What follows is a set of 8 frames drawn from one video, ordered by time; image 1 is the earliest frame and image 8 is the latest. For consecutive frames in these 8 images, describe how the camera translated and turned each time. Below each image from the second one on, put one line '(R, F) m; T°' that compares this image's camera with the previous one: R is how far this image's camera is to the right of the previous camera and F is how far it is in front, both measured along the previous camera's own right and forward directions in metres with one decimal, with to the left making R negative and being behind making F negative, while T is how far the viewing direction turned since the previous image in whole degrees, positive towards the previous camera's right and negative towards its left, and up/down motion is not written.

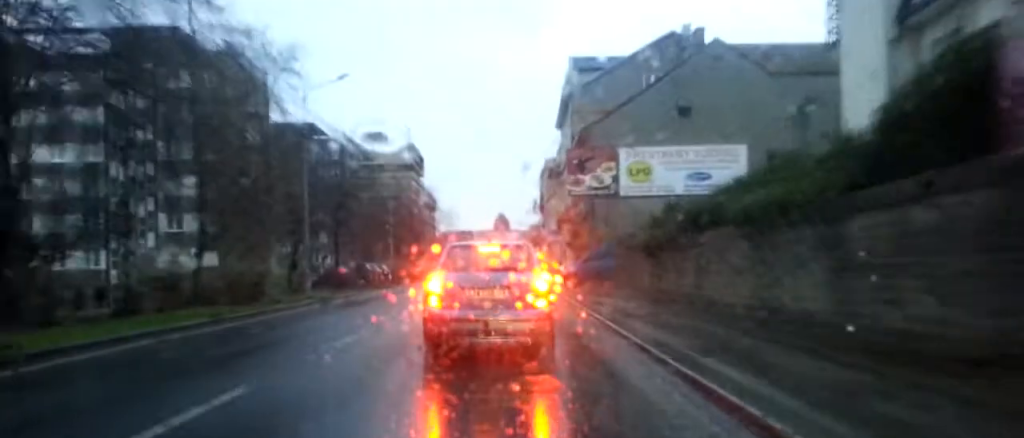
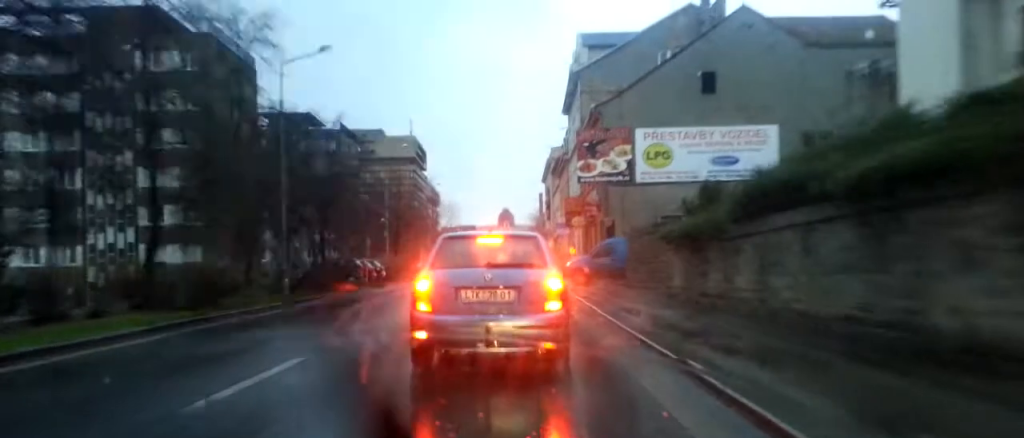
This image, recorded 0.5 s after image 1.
(-0.2, +4.7) m; -1°
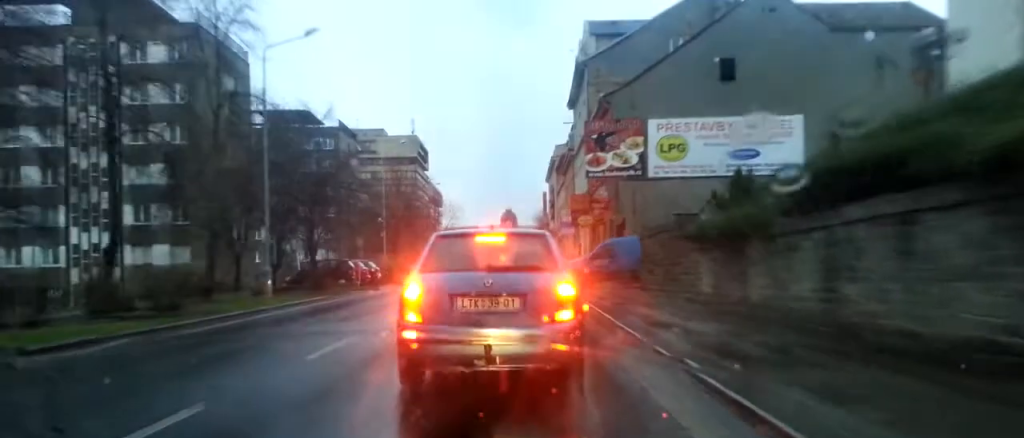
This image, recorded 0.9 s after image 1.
(+0.1, +2.6) m; +1°
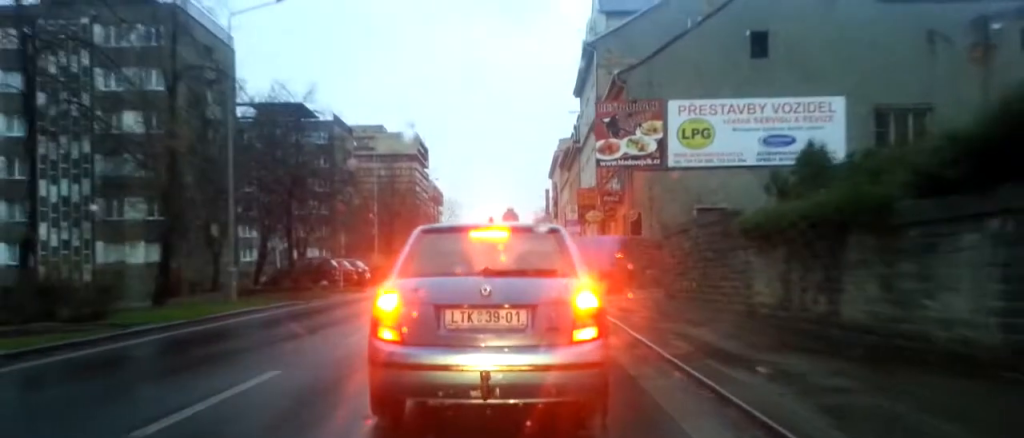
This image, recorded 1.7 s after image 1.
(+0.1, +4.5) m; +2°
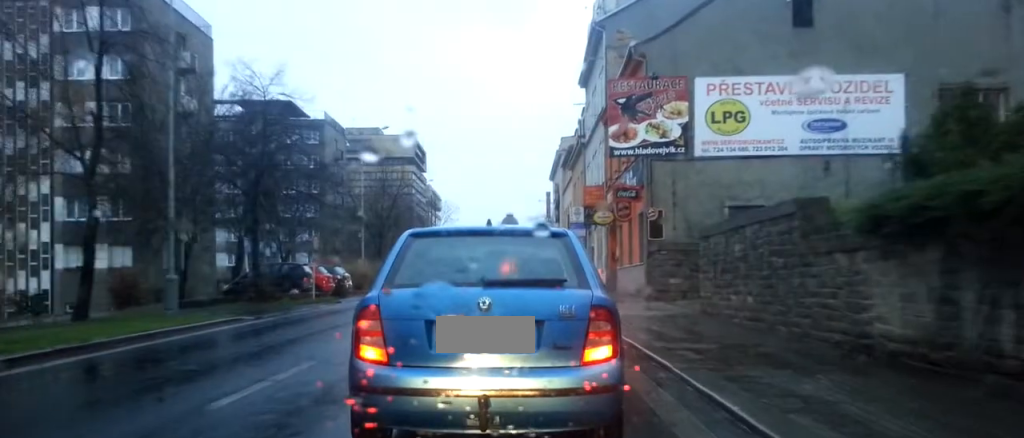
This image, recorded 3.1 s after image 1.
(+0.1, +5.2) m; +1°
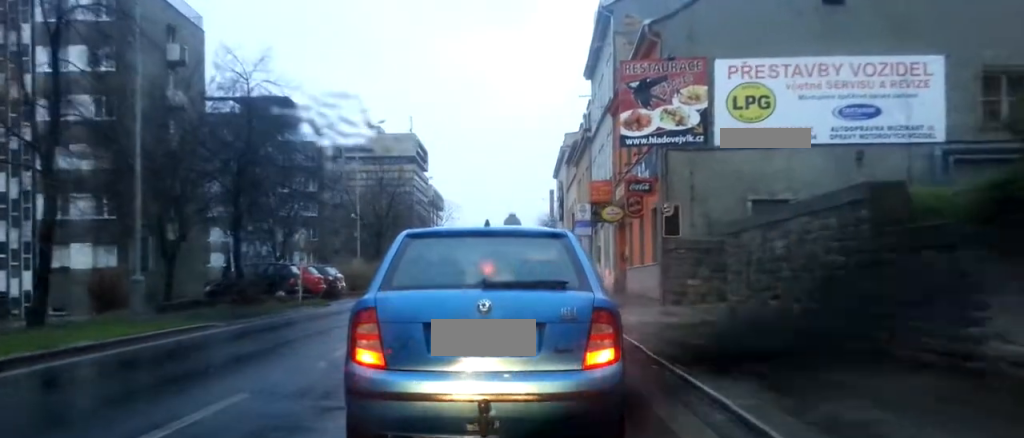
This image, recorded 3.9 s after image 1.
(0.0, +2.4) m; 0°
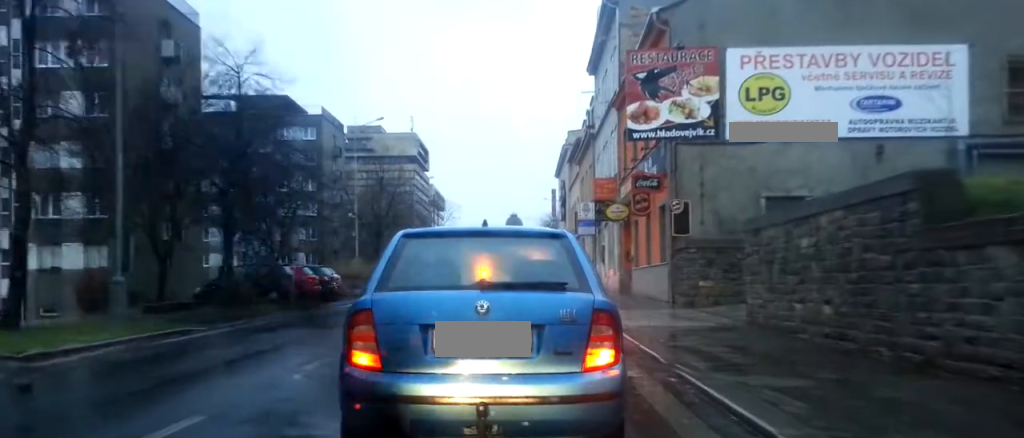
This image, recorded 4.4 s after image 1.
(0.0, +1.2) m; 0°
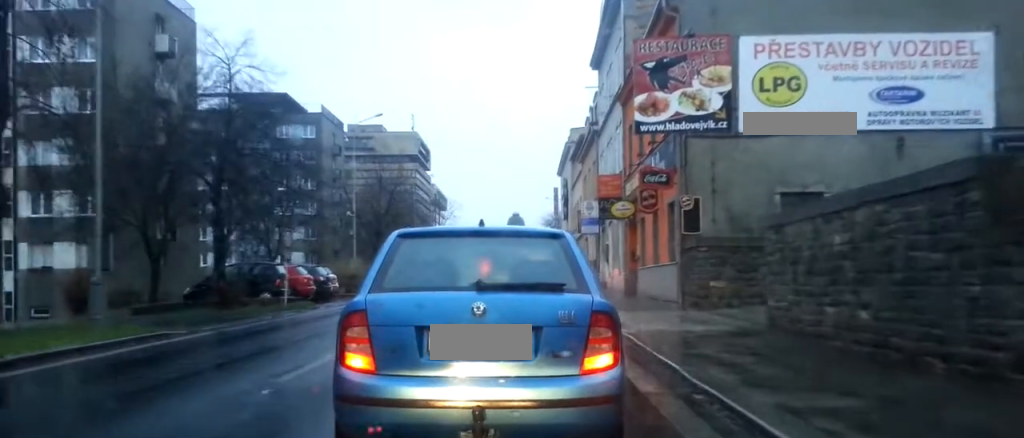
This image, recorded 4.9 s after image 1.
(0.0, +1.2) m; 0°
